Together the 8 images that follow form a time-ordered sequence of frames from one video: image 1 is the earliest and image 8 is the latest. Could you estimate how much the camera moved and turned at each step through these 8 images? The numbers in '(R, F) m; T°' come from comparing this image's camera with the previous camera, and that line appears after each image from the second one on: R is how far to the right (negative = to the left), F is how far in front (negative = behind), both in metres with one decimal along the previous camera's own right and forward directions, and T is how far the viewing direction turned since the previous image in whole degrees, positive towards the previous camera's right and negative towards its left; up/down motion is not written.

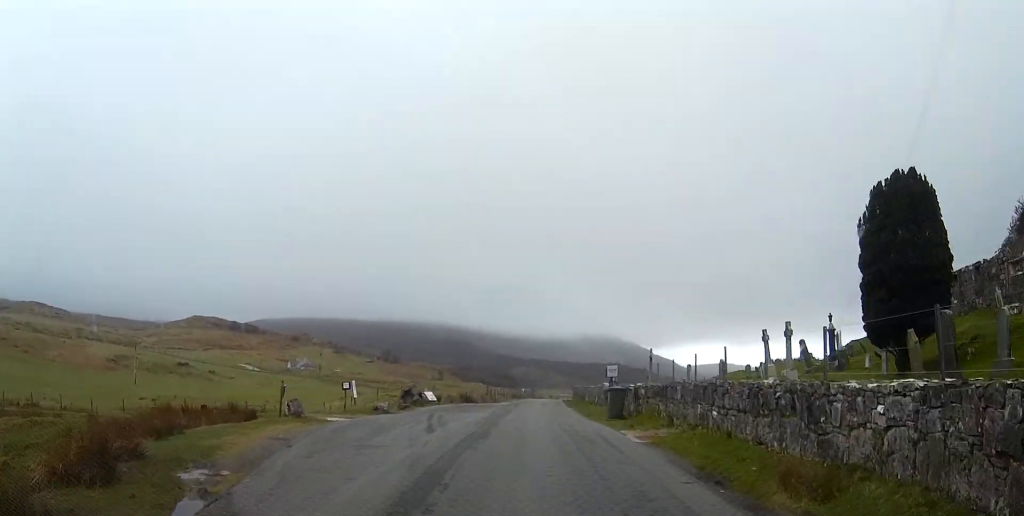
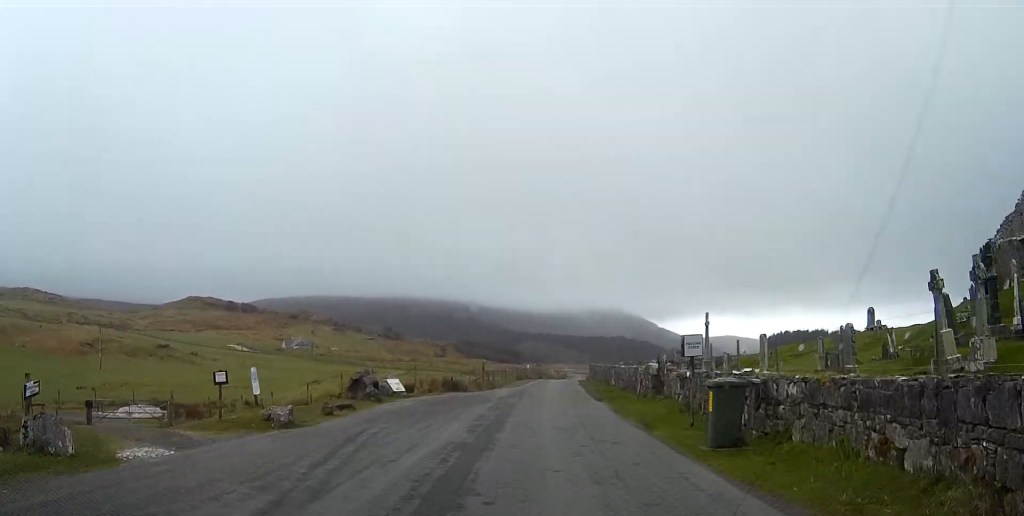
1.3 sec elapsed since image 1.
(-0.1, +13.1) m; 0°
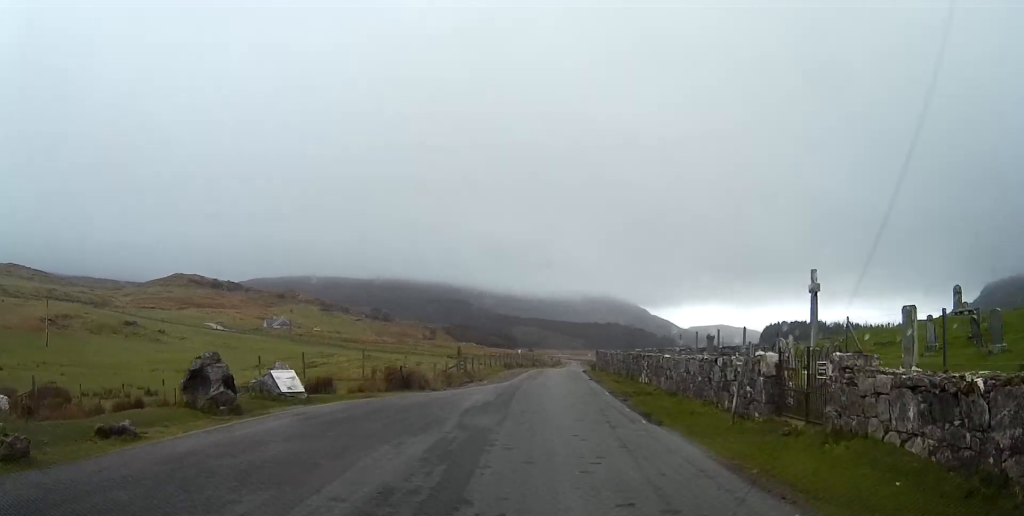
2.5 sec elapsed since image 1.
(0.0, +12.6) m; 0°
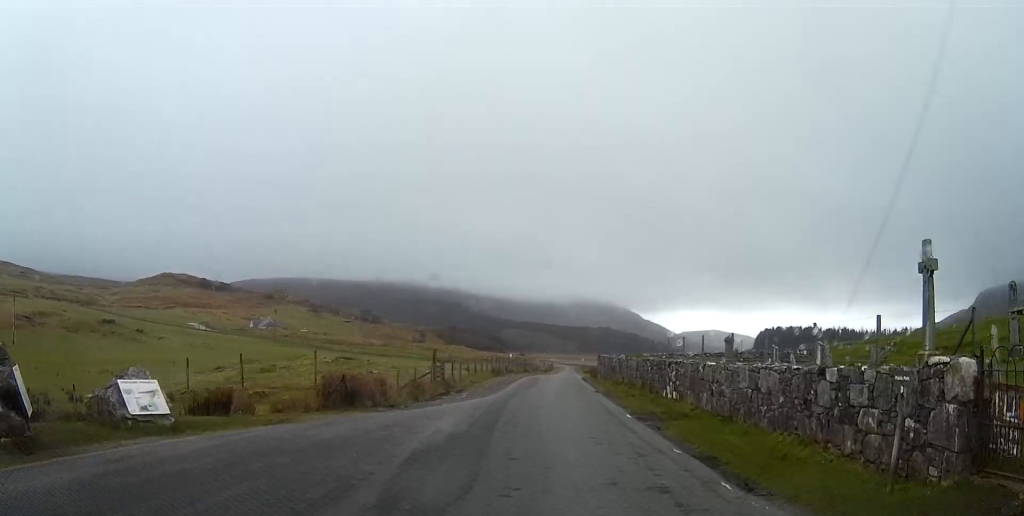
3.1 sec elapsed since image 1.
(0.0, +6.4) m; 0°
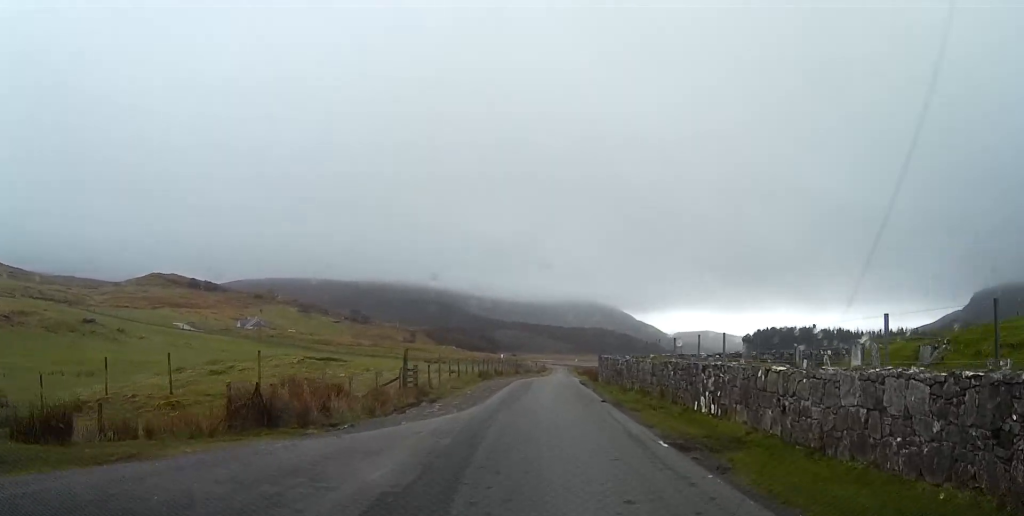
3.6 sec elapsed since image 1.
(0.0, +5.0) m; 0°
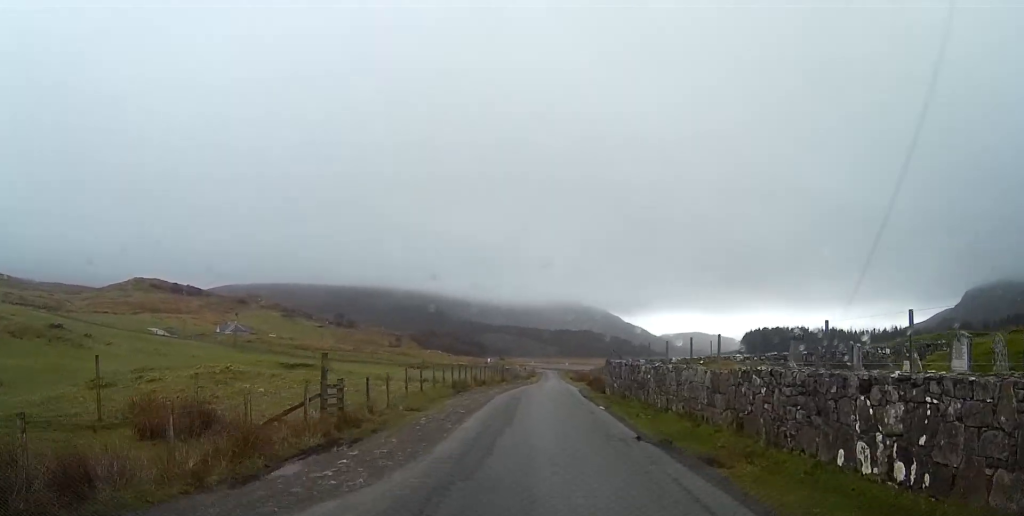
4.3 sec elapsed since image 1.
(+0.1, +8.5) m; +1°
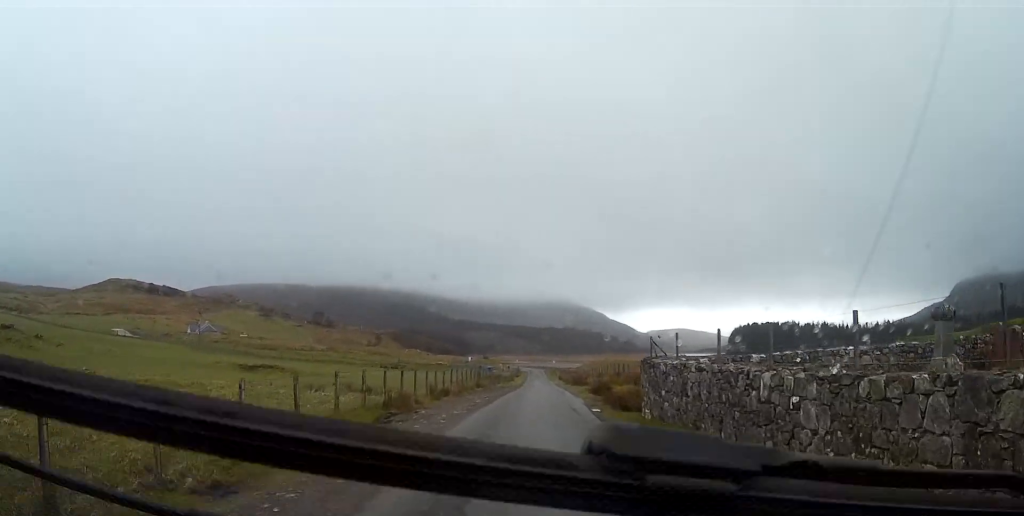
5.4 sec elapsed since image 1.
(0.0, +12.4) m; 0°
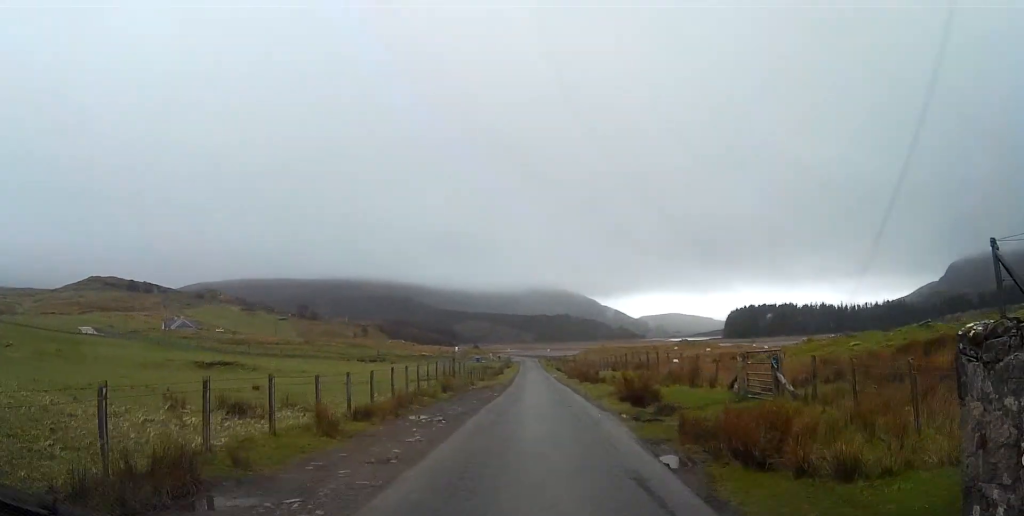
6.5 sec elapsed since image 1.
(0.0, +13.4) m; 0°
